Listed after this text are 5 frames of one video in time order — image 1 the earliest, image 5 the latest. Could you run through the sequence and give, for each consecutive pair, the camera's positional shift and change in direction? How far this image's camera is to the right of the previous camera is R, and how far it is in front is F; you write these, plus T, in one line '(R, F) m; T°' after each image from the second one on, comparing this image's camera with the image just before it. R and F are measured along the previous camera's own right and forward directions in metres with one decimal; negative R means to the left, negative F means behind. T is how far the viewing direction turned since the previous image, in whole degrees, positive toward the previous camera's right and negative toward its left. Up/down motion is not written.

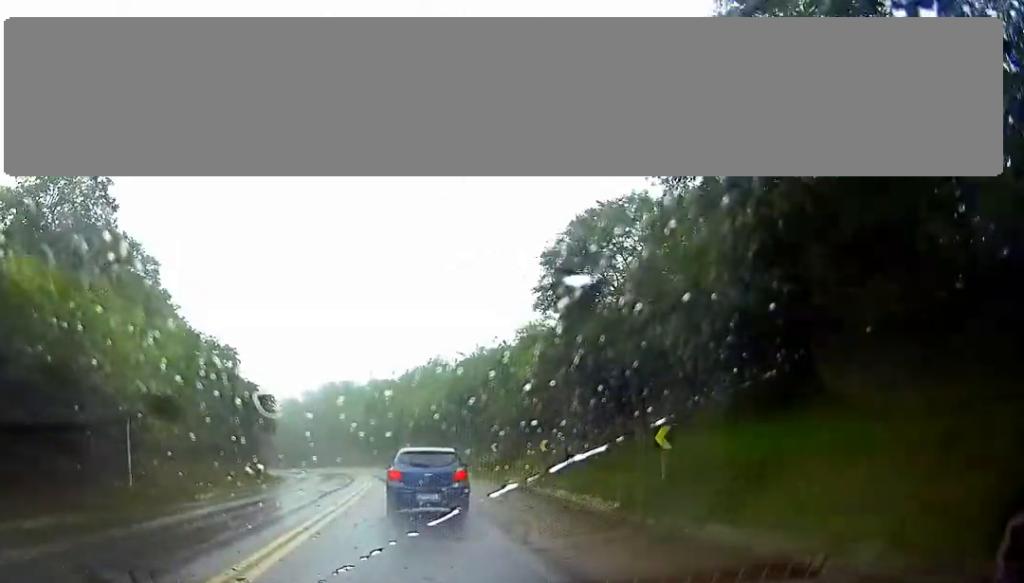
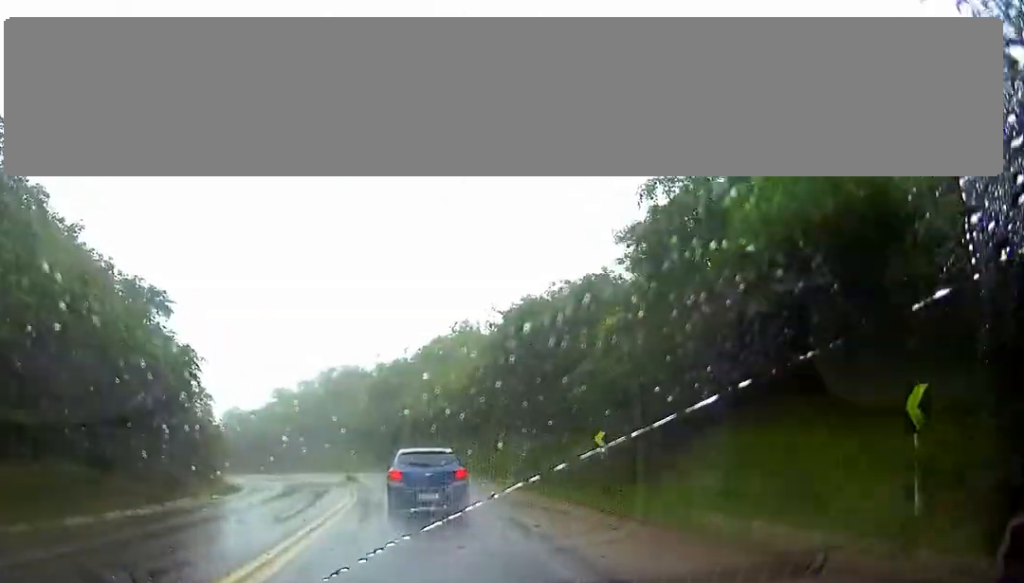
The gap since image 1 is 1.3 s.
(-0.4, +25.6) m; -1°
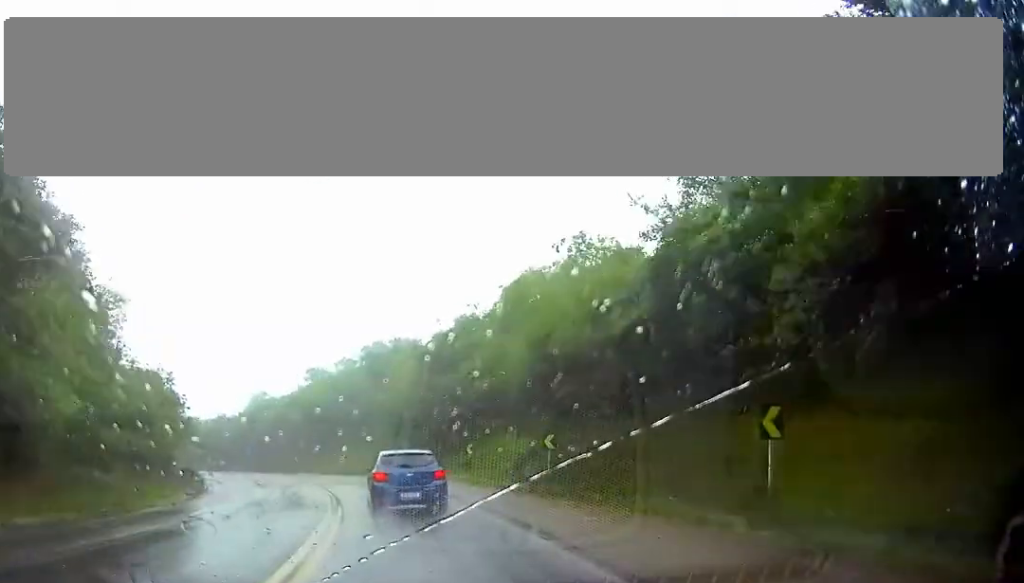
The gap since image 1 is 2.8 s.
(-0.3, +27.0) m; -3°
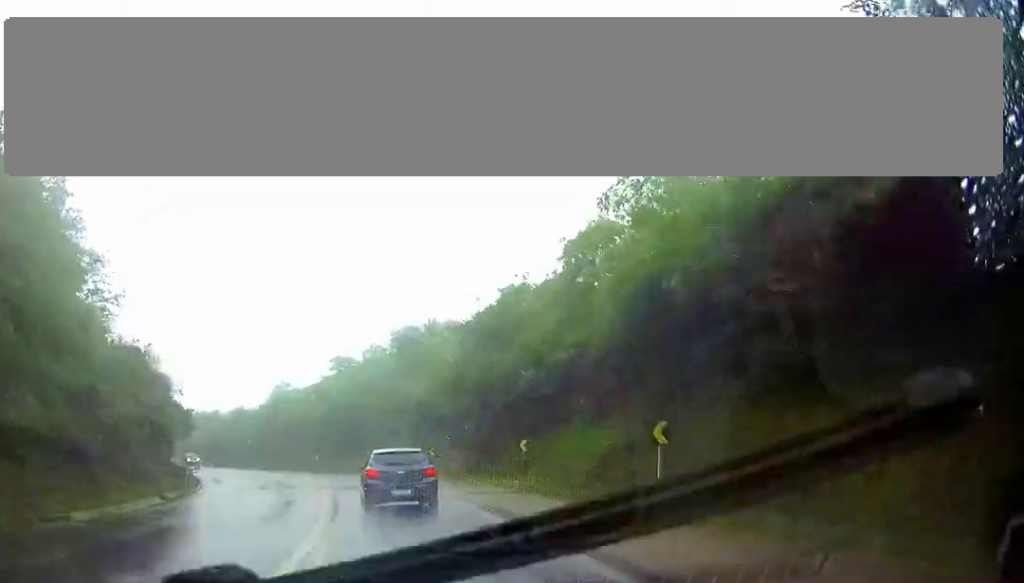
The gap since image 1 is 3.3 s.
(-0.1, +10.0) m; -2°
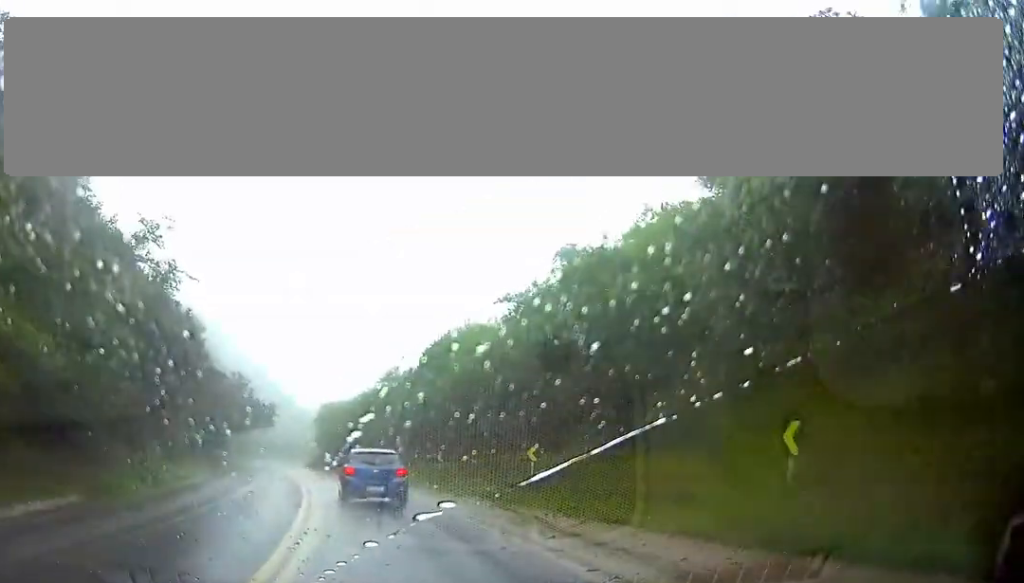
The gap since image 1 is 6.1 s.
(-6.8, +52.6) m; -16°
